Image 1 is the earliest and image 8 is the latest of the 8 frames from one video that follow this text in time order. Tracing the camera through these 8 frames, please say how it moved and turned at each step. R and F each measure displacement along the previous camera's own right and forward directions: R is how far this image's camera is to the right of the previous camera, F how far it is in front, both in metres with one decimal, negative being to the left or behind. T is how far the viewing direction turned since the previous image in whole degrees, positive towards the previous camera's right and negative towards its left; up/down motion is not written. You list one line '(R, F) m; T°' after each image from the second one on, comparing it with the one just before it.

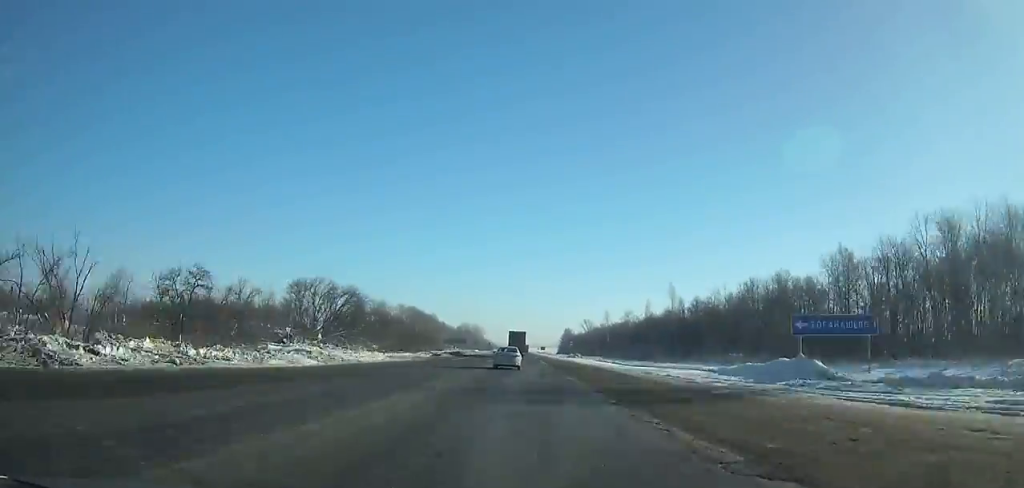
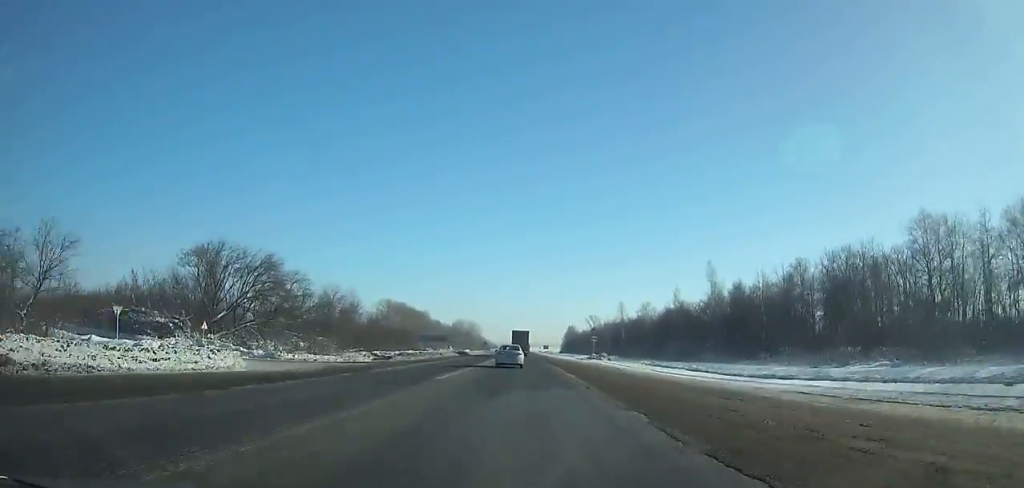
(-0.1, +32.0) m; 0°
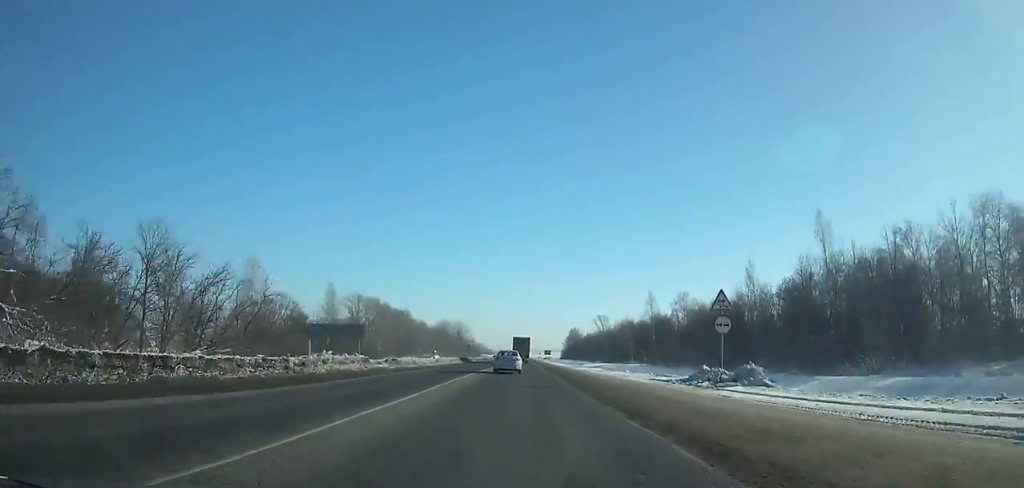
(+0.1, +47.5) m; 0°
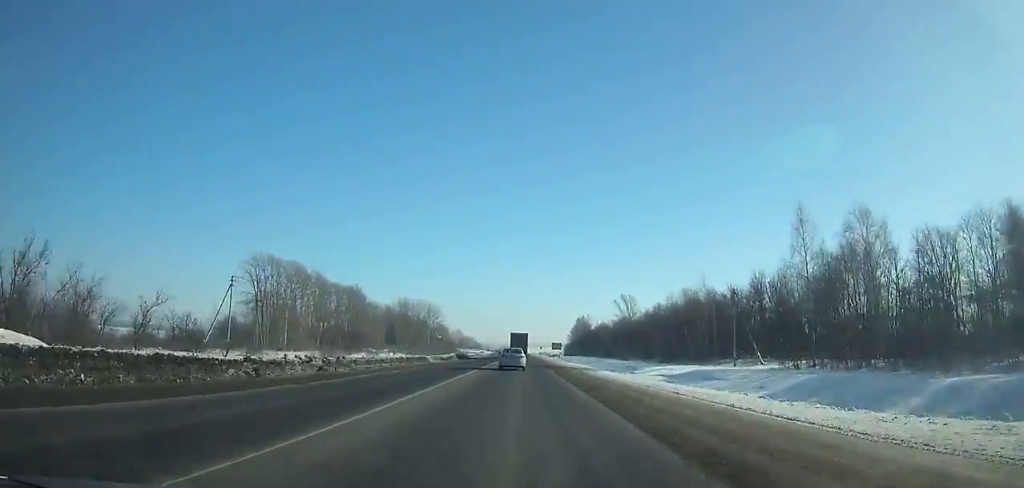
(+0.1, +83.0) m; 0°
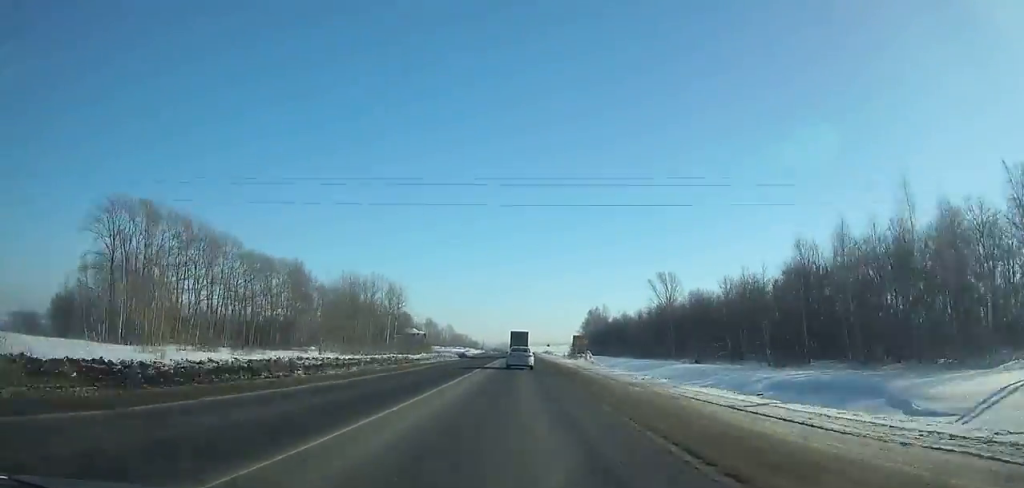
(0.0, +57.2) m; 0°
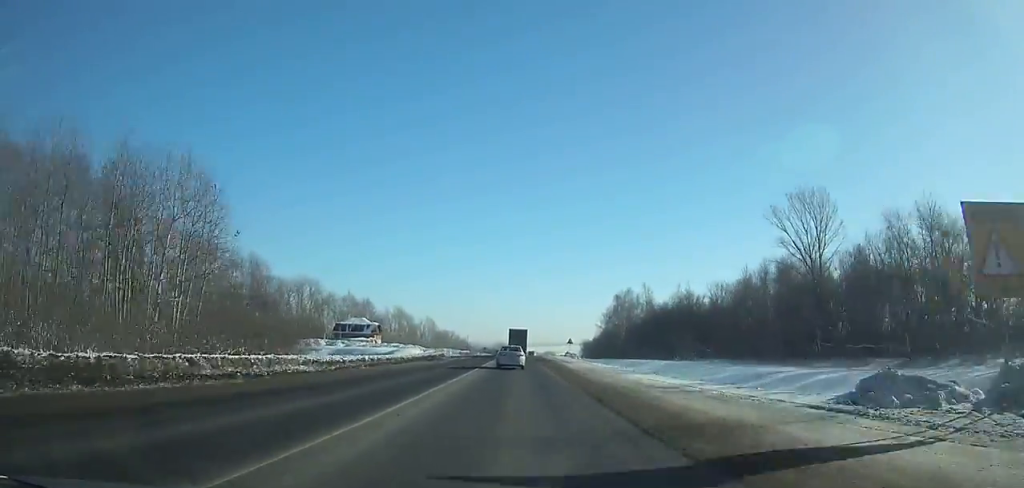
(-0.4, +81.4) m; 0°
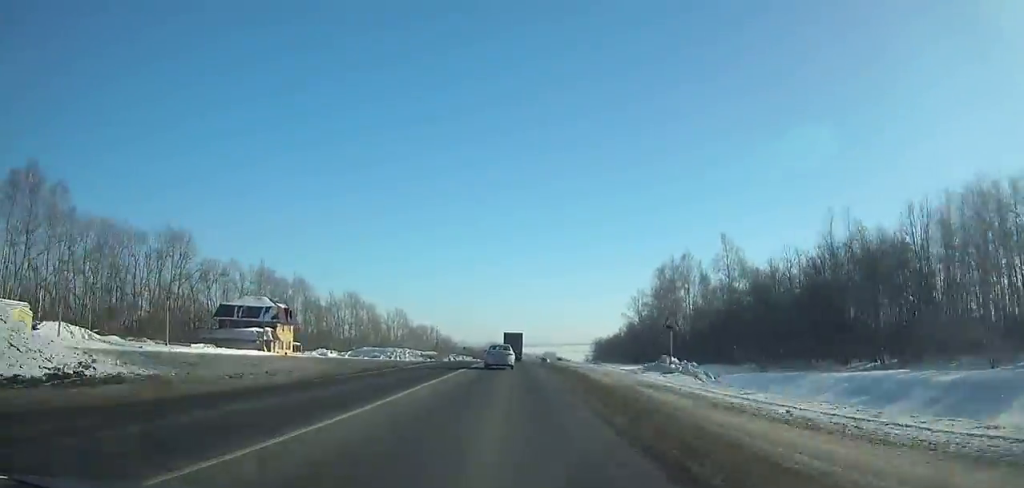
(+0.2, +67.5) m; 0°
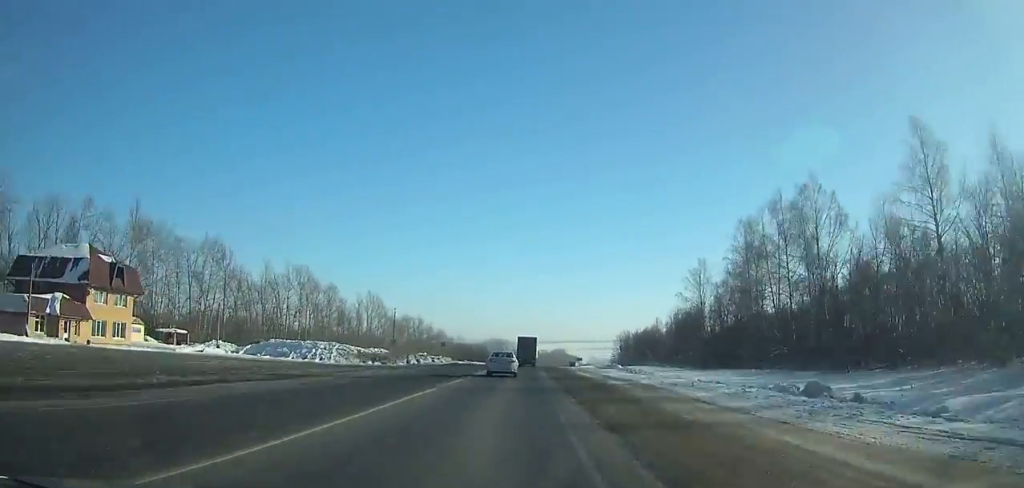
(0.0, +51.8) m; 0°
